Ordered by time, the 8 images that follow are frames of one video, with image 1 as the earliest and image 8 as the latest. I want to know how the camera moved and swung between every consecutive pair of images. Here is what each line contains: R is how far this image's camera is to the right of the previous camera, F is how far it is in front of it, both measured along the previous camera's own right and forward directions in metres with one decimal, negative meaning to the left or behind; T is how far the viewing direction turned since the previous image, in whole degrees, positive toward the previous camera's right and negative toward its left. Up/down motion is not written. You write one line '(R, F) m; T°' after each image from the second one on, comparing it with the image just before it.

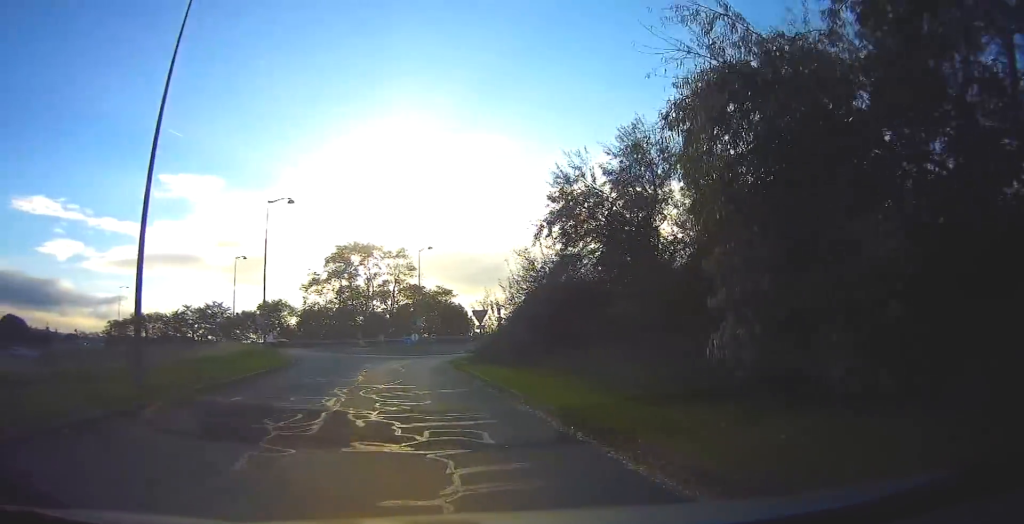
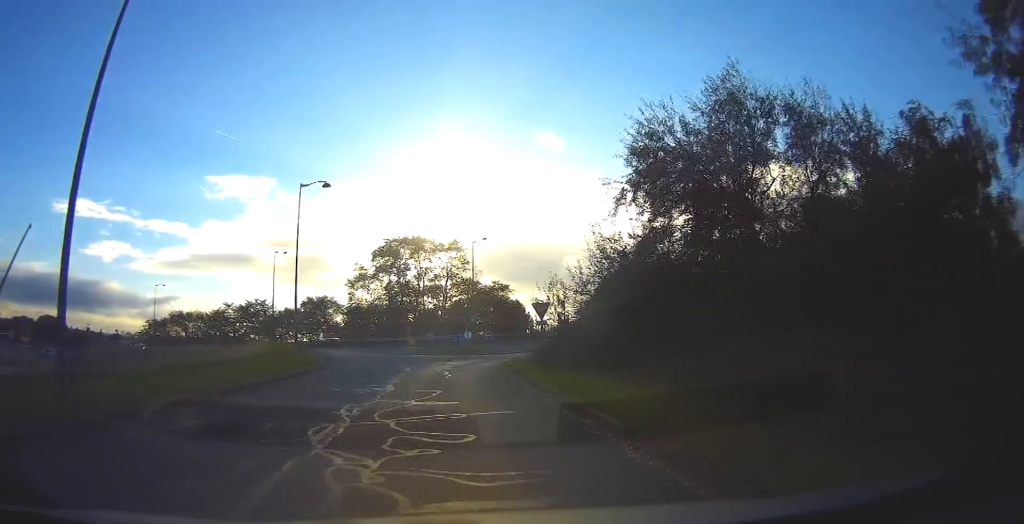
(0.0, +4.5) m; -4°
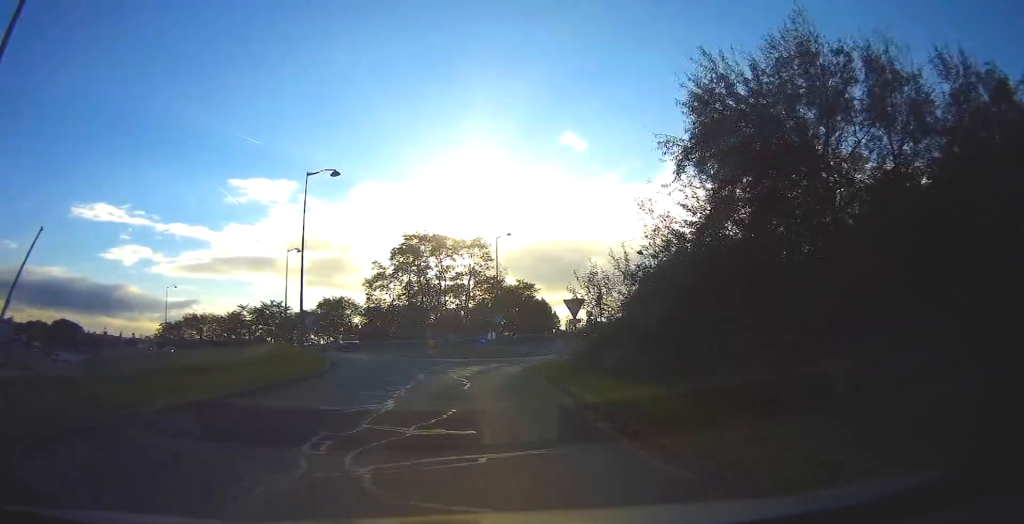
(-0.2, +3.3) m; -4°
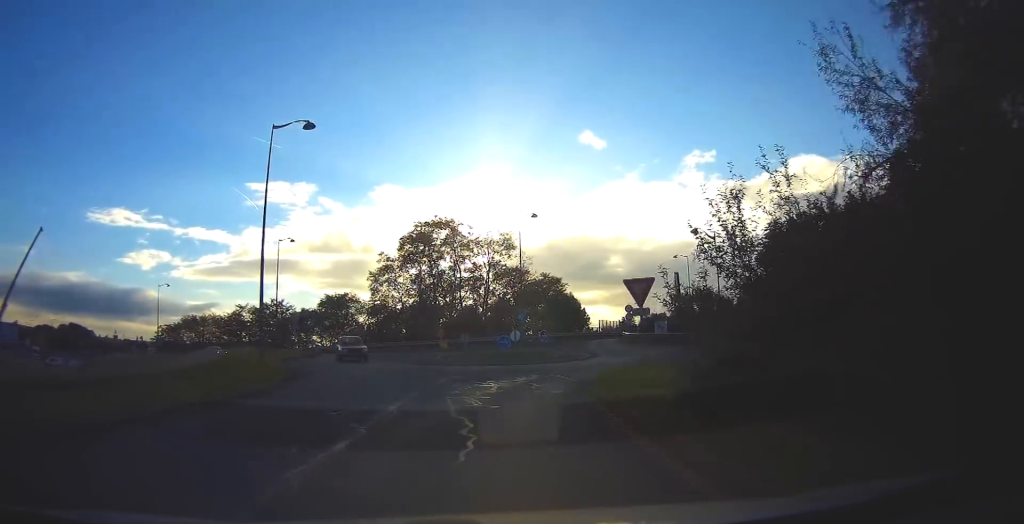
(-0.9, +8.7) m; -7°
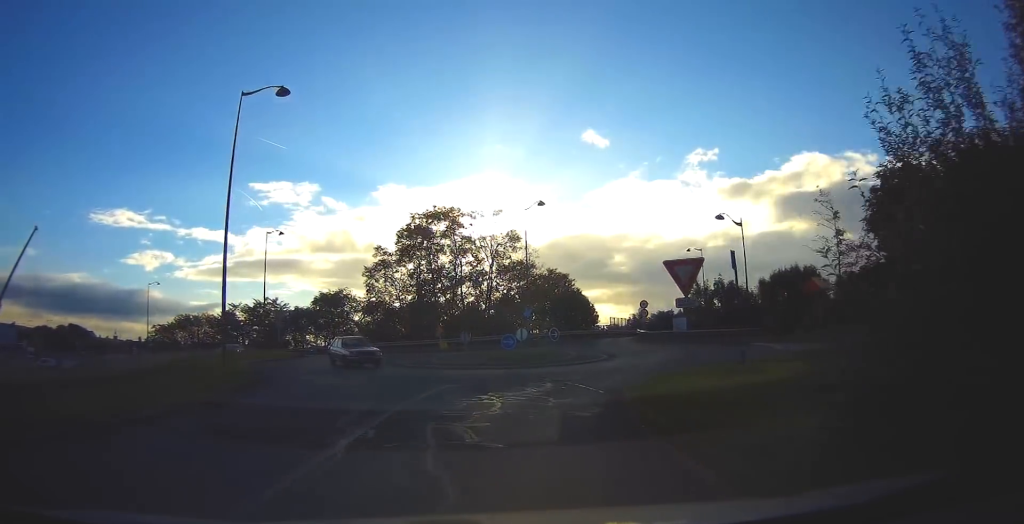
(-0.1, +4.1) m; 0°
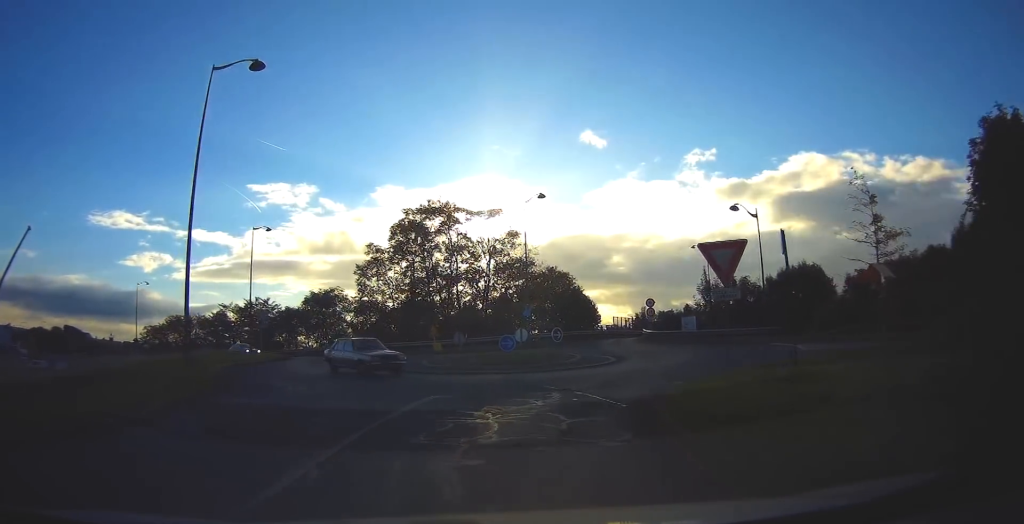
(0.0, +2.7) m; +1°
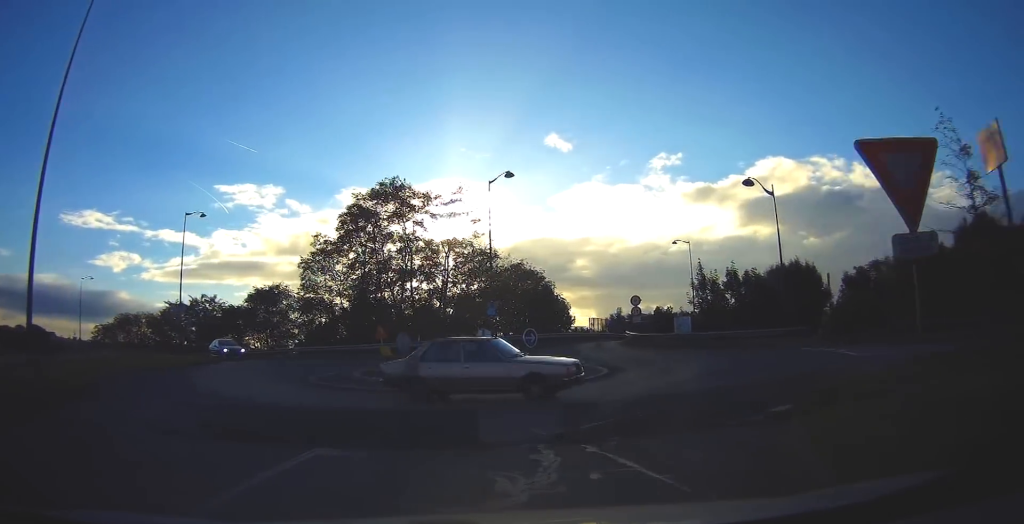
(+0.2, +6.6) m; +7°
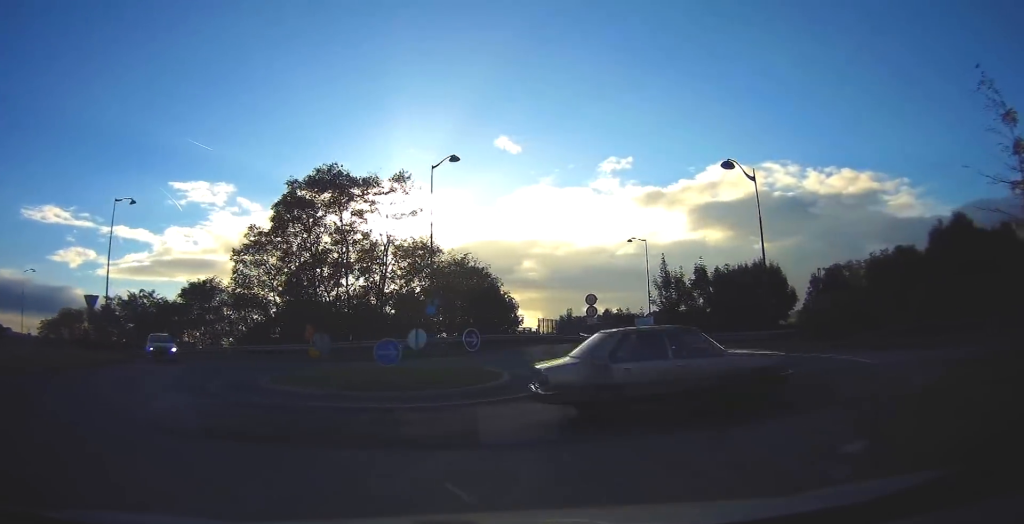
(+0.3, +3.5) m; +8°
